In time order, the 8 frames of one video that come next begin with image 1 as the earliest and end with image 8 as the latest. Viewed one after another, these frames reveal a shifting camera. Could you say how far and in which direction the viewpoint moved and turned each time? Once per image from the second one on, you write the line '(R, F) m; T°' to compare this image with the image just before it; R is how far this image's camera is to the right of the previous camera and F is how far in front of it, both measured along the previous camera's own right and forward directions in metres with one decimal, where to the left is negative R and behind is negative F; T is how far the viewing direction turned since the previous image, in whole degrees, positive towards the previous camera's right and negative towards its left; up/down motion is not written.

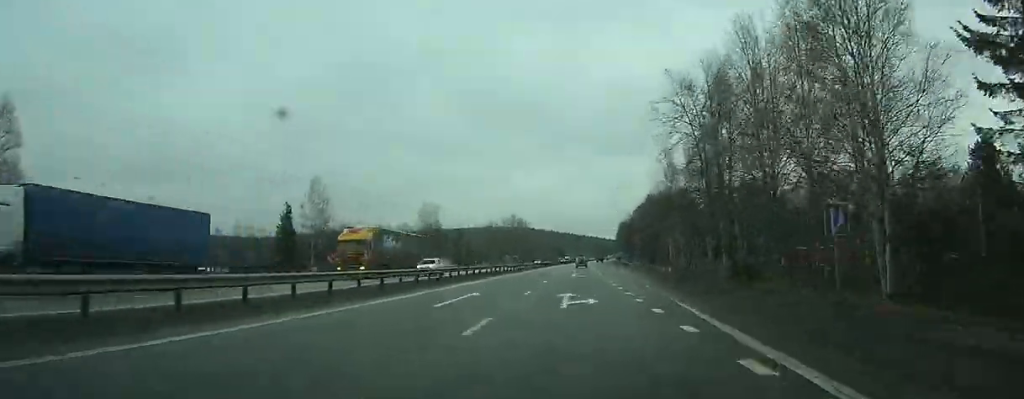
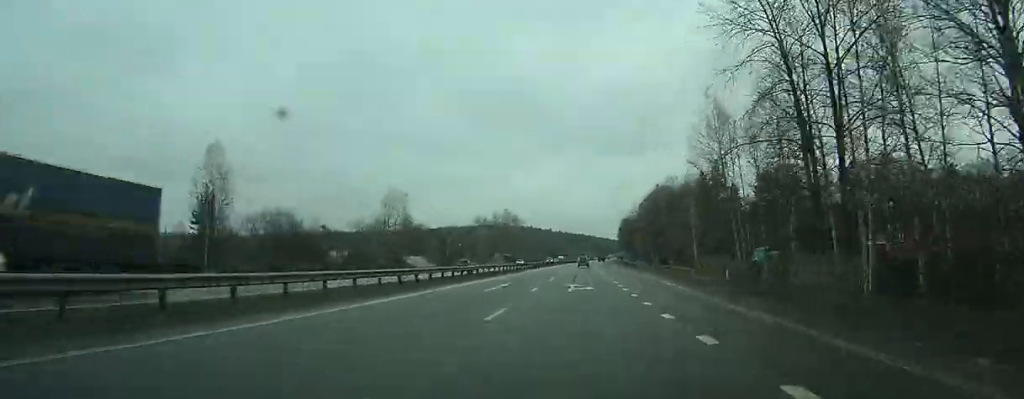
(+0.1, +20.2) m; 0°
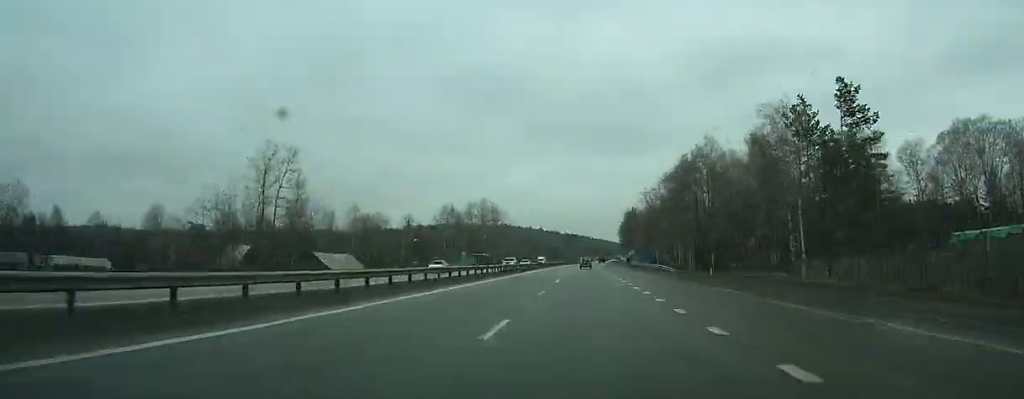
(+0.2, +36.3) m; 0°
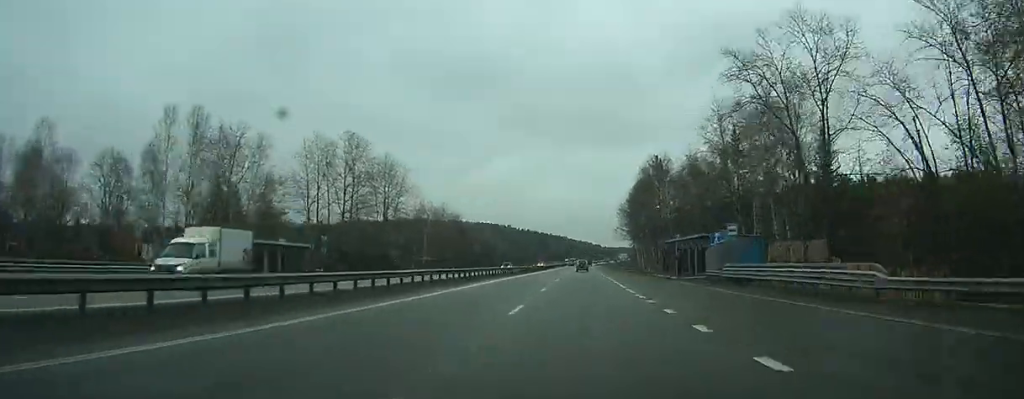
(+0.9, +85.5) m; +3°
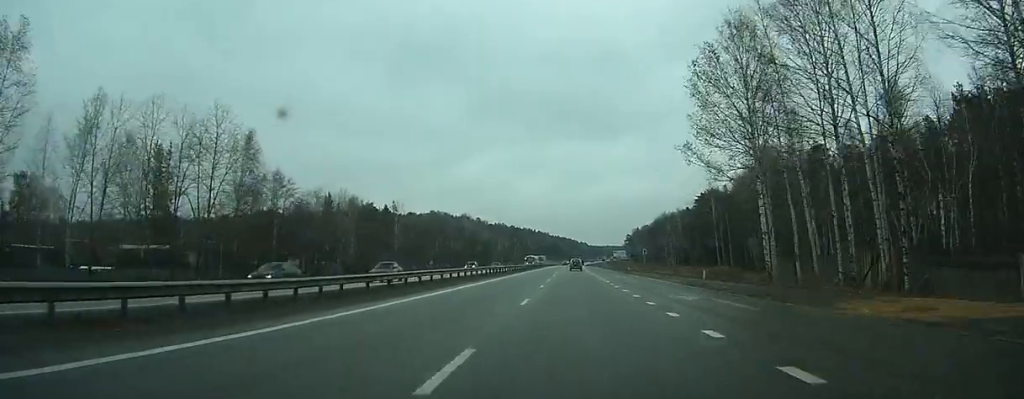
(+3.4, +98.5) m; +2°
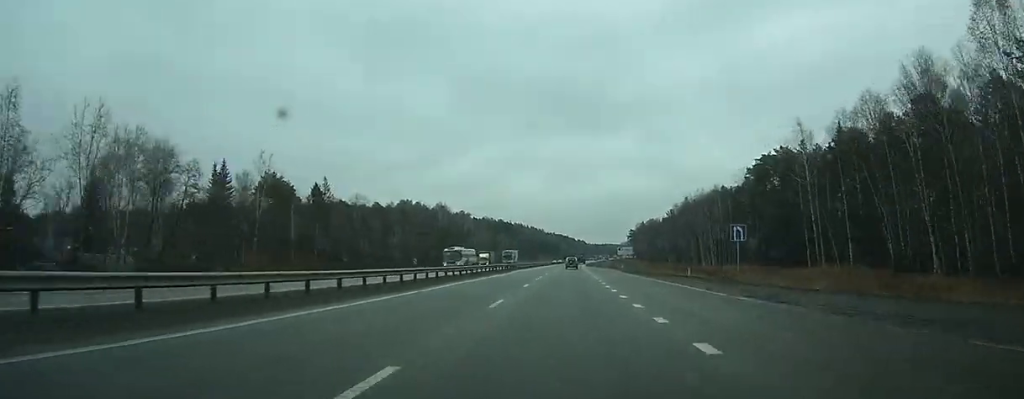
(-0.1, +53.0) m; 0°
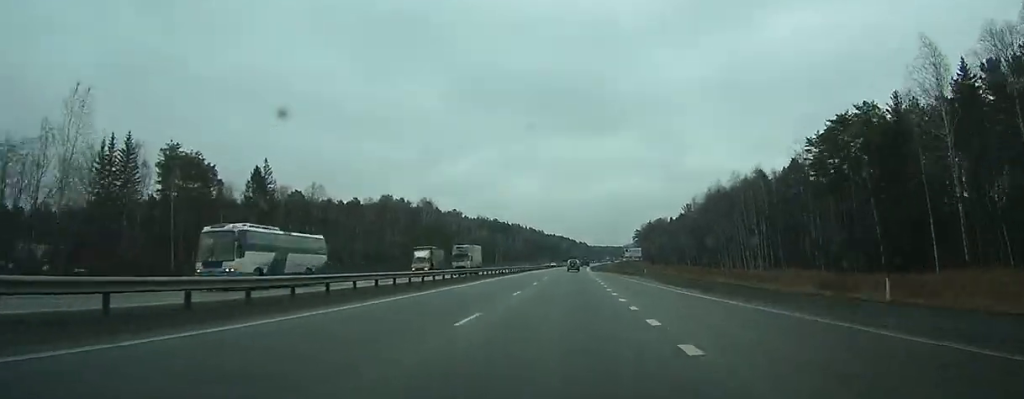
(0.0, +29.3) m; 0°
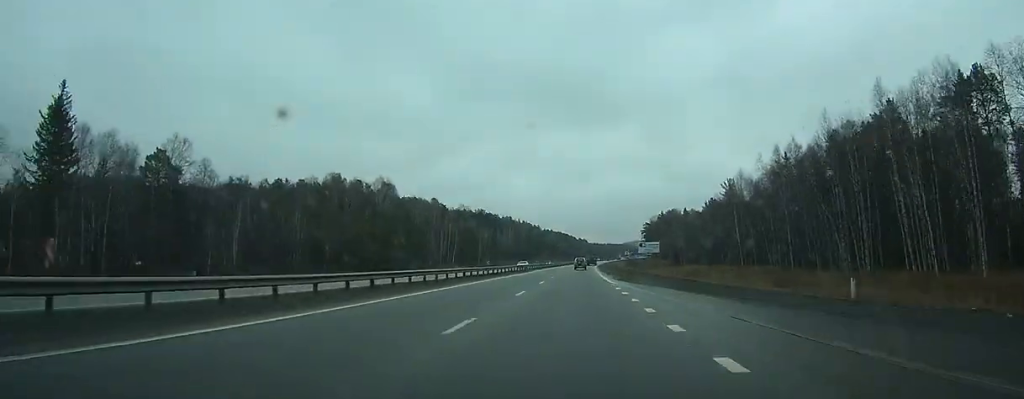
(+0.2, +50.4) m; +1°
